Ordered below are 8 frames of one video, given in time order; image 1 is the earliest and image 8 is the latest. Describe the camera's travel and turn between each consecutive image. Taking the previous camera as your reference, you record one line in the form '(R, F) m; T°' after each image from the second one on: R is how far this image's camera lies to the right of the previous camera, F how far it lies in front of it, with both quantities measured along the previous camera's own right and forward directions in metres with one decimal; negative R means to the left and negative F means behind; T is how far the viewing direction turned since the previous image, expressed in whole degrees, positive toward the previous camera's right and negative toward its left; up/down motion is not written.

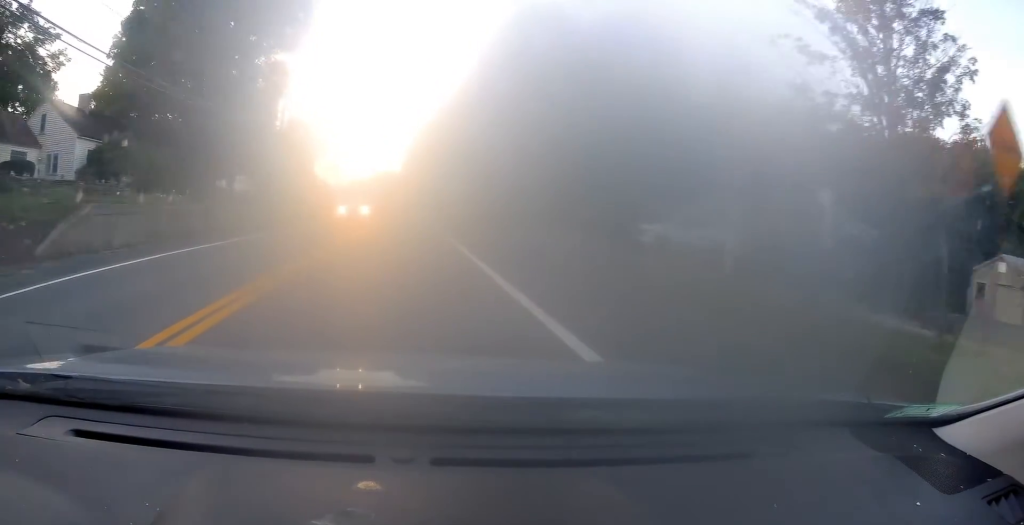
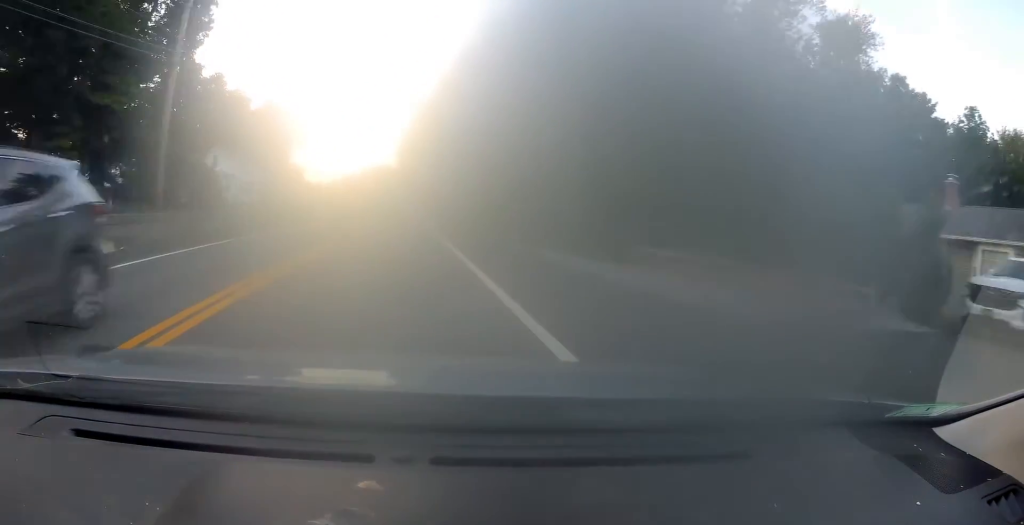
(-0.3, +20.7) m; 0°
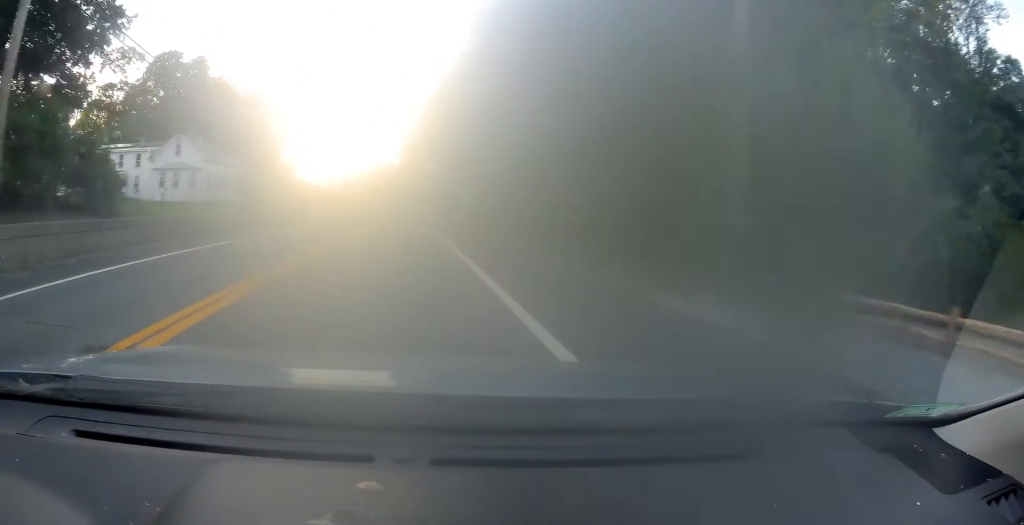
(-0.1, +10.4) m; 0°
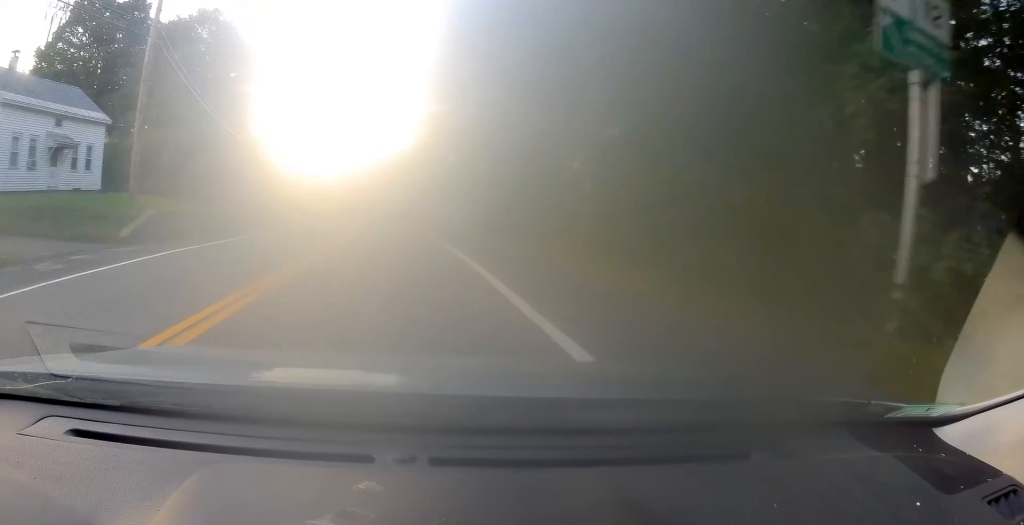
(+0.8, +29.5) m; 0°
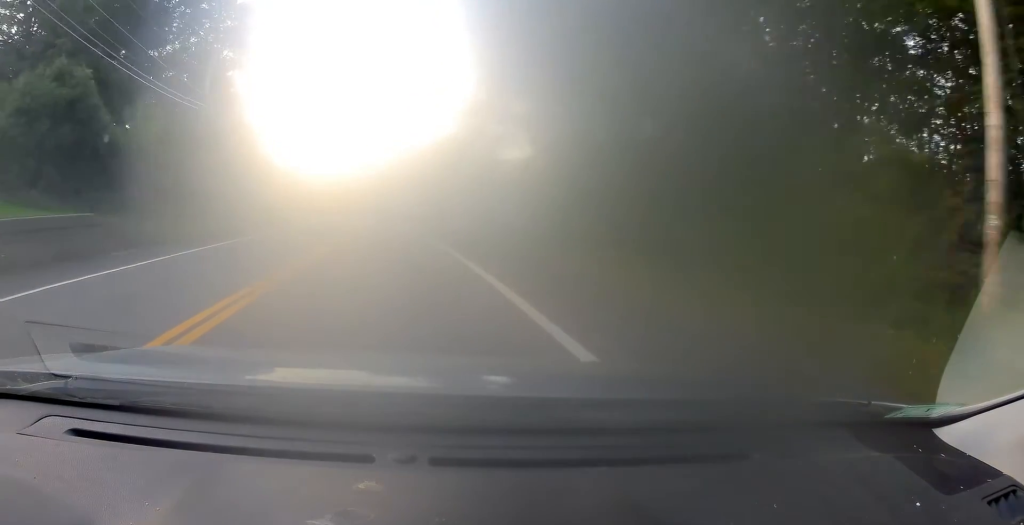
(-0.2, +17.0) m; -3°
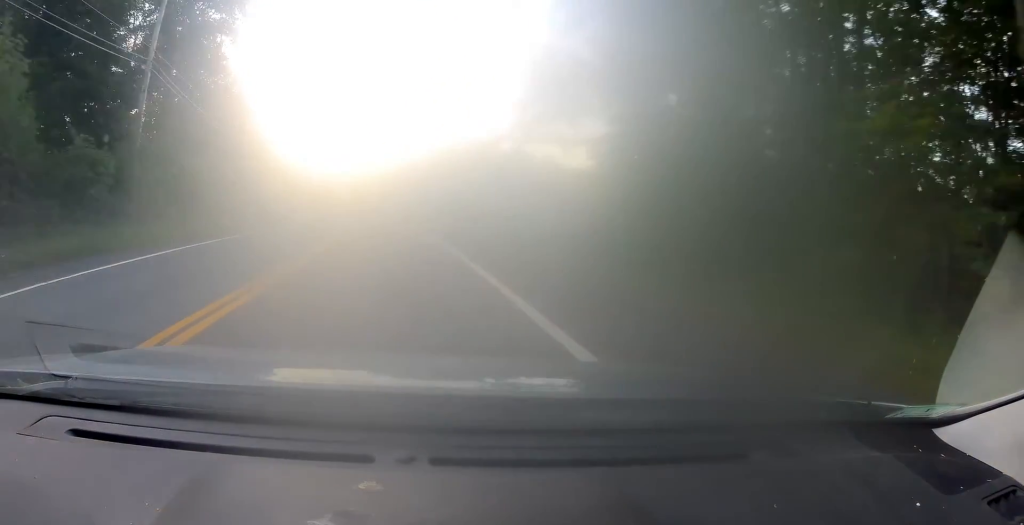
(+0.1, +12.2) m; -3°
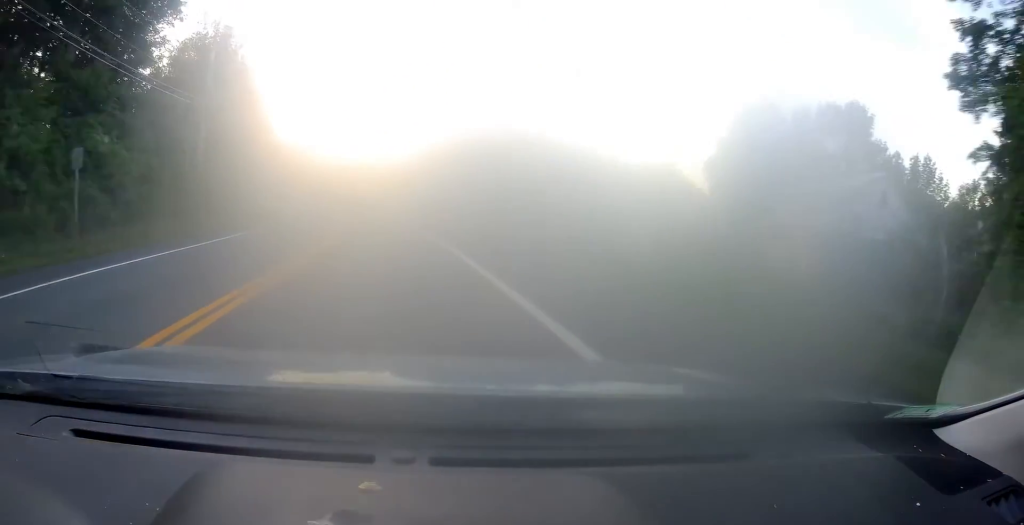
(-1.3, +21.9) m; -5°
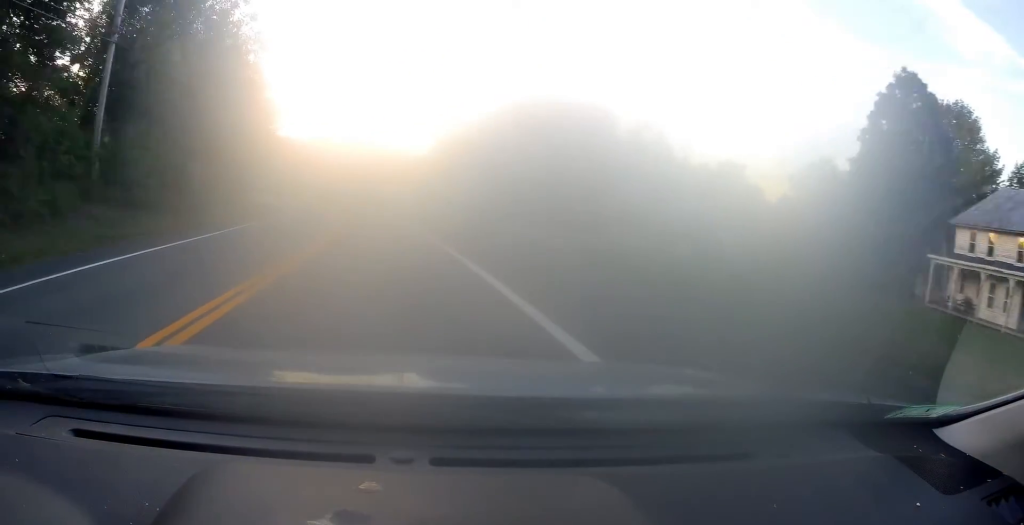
(-0.5, +15.7) m; -3°
